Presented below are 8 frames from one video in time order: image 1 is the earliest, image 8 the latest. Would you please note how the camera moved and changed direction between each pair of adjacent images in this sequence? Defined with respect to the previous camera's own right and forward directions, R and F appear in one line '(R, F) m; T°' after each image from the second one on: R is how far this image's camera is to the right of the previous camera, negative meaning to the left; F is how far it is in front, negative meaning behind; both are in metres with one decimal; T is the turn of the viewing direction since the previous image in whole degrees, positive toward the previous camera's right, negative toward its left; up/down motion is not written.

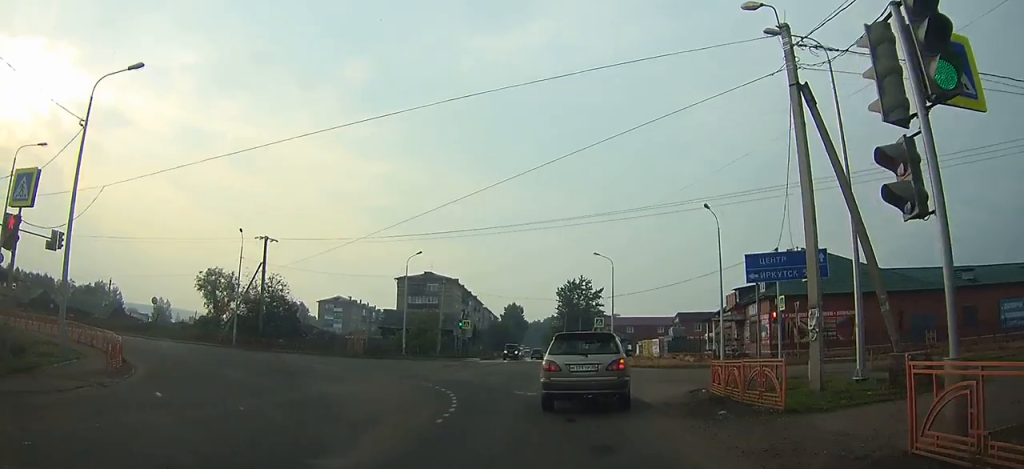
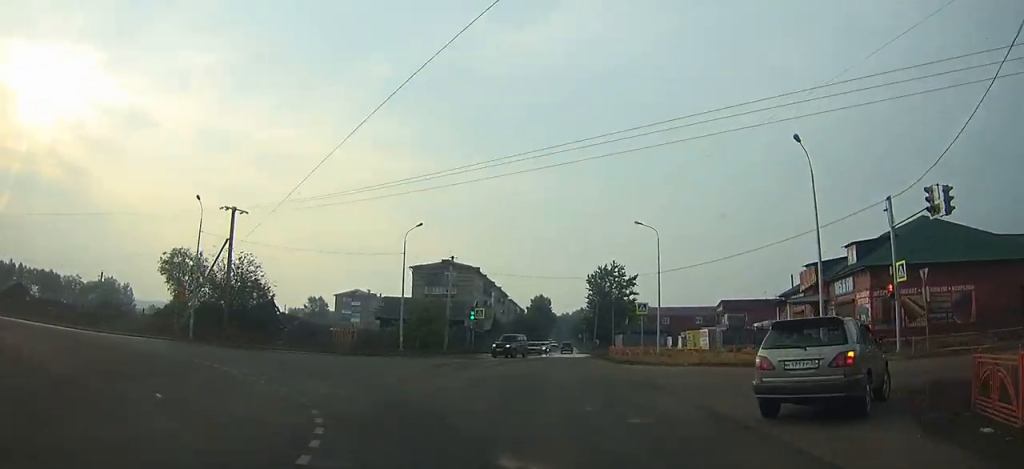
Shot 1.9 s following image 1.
(-0.2, +8.6) m; -14°
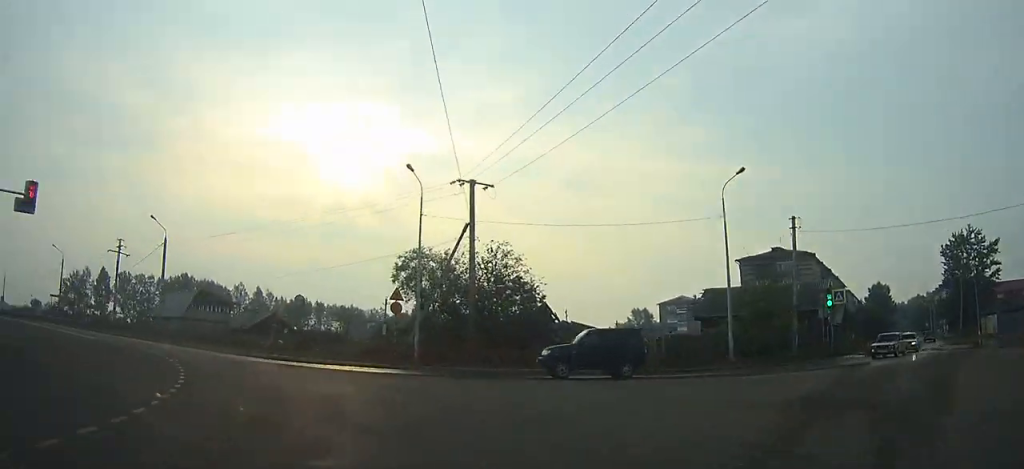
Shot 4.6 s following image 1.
(-2.8, +13.5) m; -29°
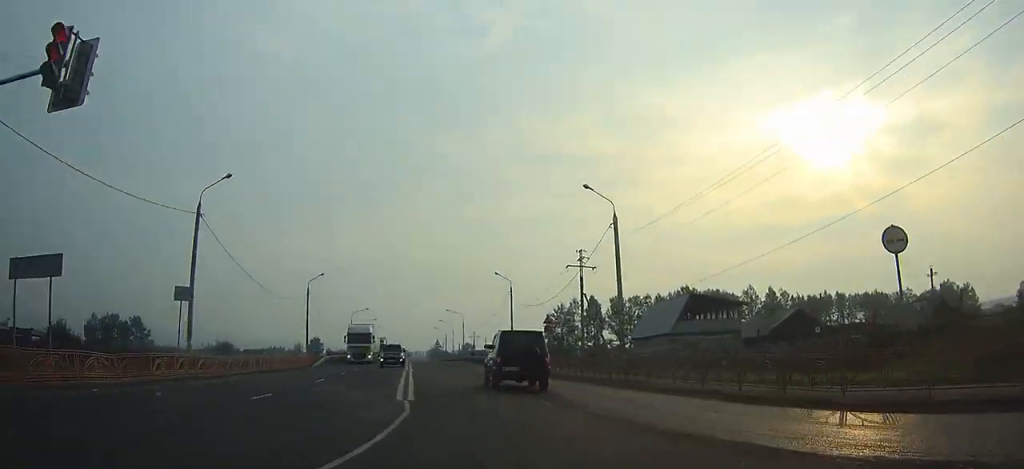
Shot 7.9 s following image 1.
(-8.6, +22.3) m; -34°
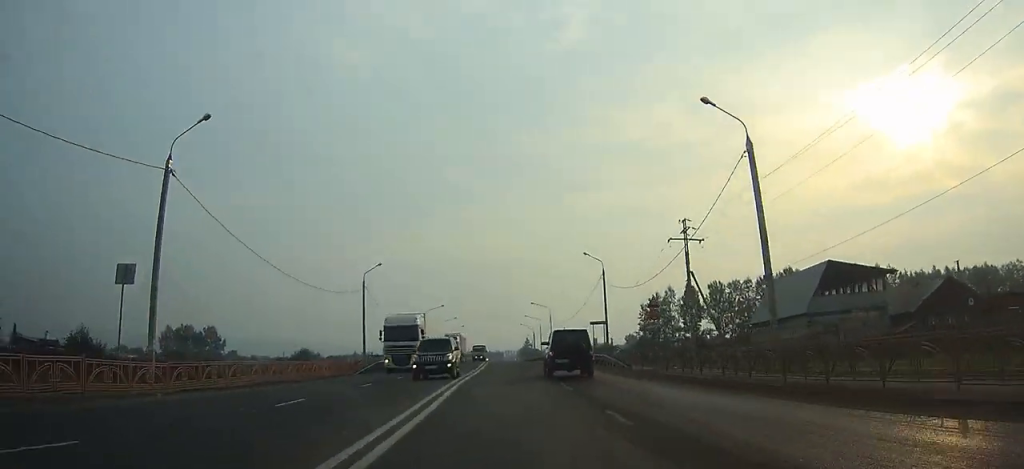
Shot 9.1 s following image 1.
(0.0, +10.7) m; -10°
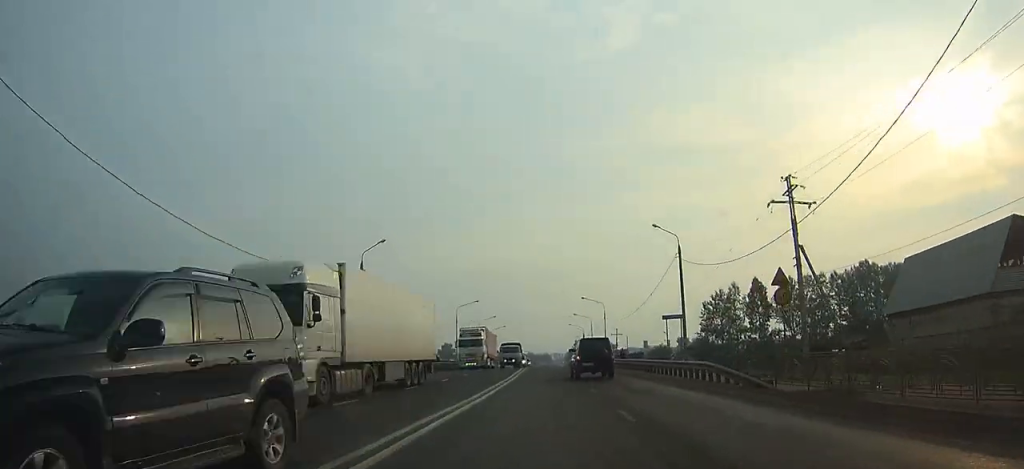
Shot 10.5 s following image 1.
(-2.1, +14.8) m; -4°
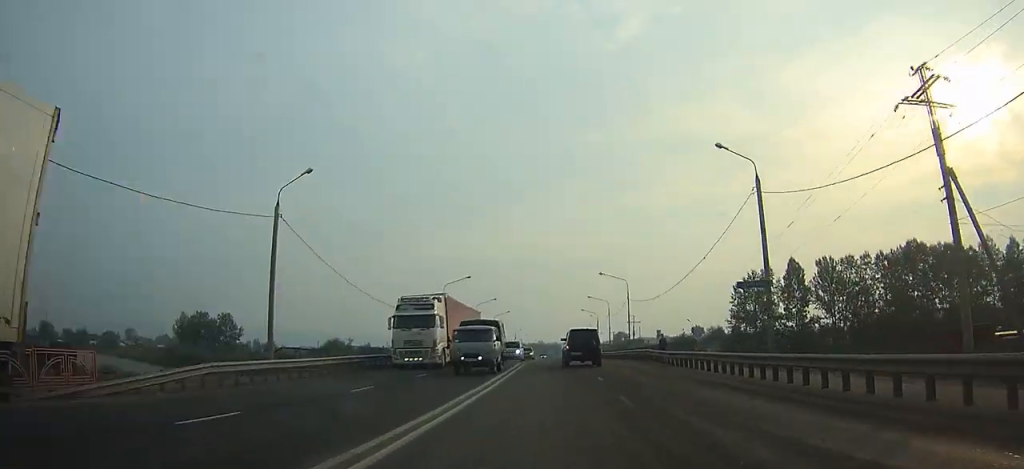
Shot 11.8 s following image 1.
(-1.0, +13.8) m; -4°
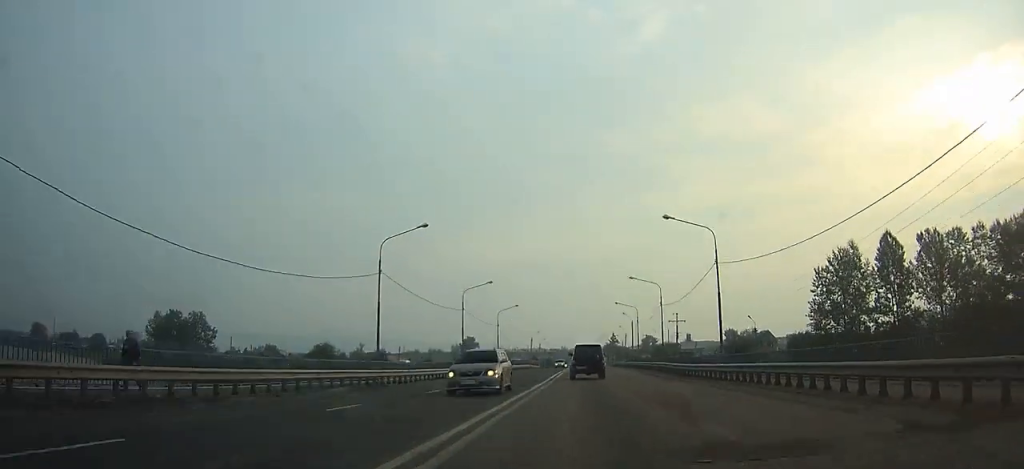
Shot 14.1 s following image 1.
(-0.6, +26.7) m; -1°
